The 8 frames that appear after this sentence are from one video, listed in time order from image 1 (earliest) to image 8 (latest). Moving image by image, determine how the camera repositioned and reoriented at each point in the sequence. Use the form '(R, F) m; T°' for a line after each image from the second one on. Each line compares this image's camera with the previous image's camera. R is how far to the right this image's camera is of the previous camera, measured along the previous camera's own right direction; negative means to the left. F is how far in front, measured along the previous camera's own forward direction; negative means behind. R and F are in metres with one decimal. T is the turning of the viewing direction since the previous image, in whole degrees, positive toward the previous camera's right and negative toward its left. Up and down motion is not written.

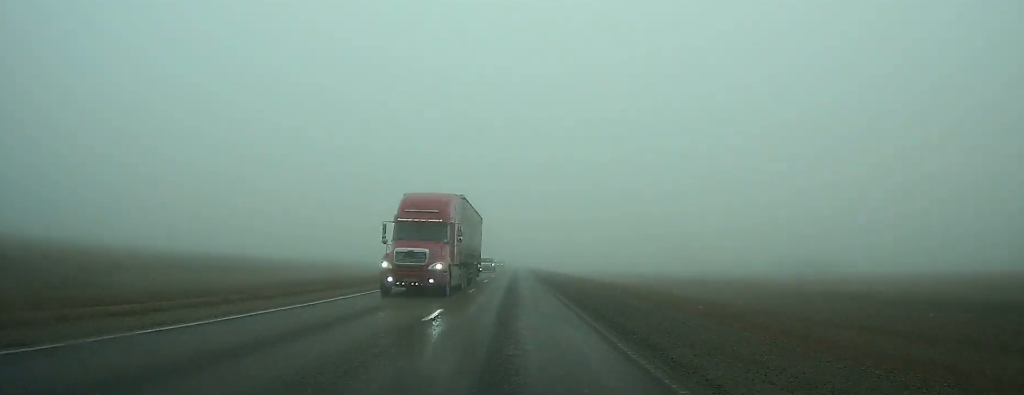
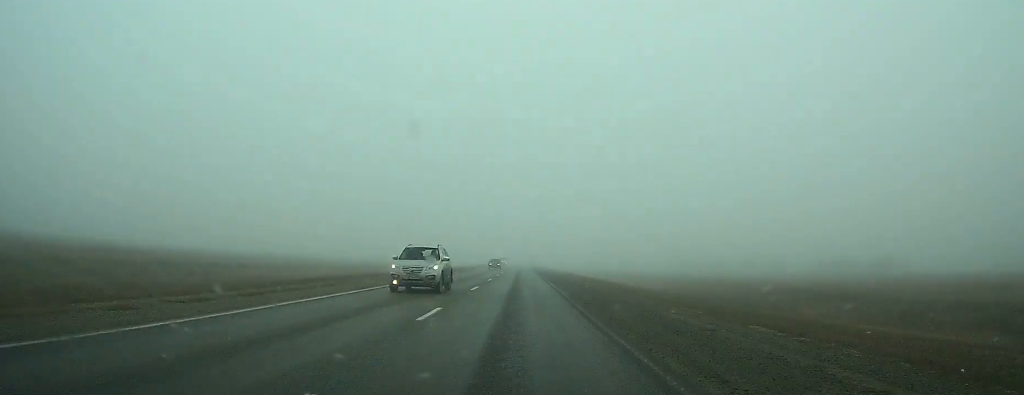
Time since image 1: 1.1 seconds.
(+0.1, +24.3) m; 0°
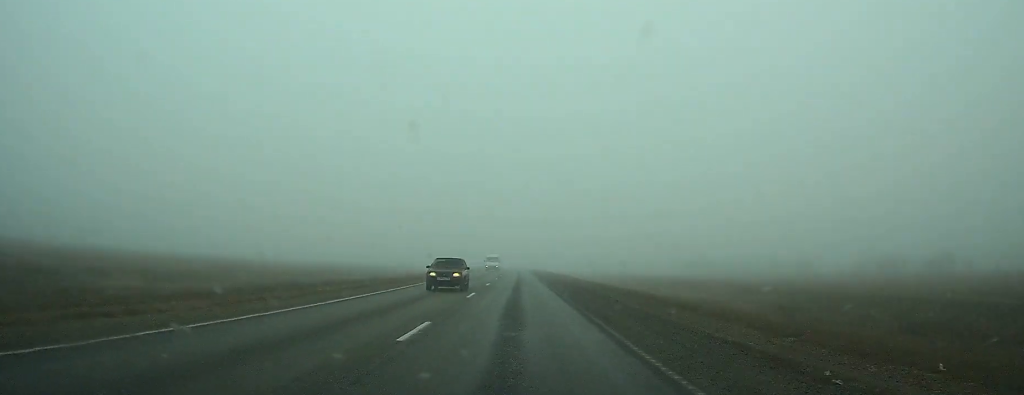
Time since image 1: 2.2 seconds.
(-0.1, +26.0) m; 0°
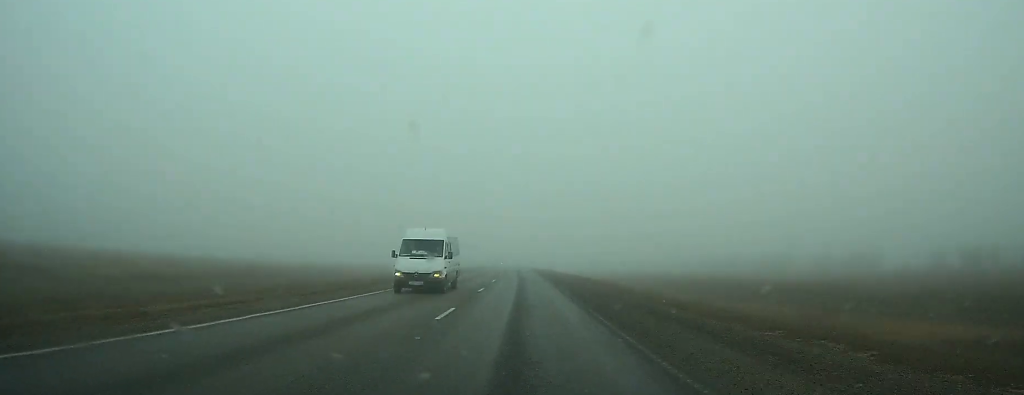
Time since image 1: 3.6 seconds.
(-0.1, +32.1) m; 0°
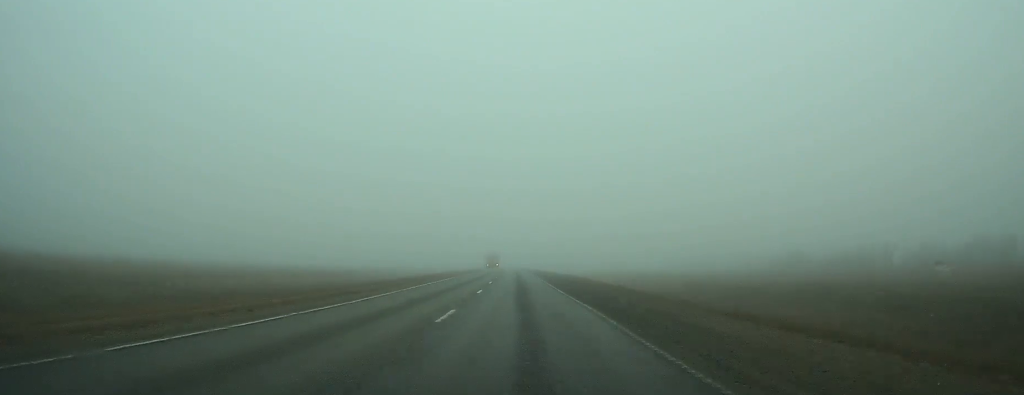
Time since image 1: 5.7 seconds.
(0.0, +47.4) m; 0°
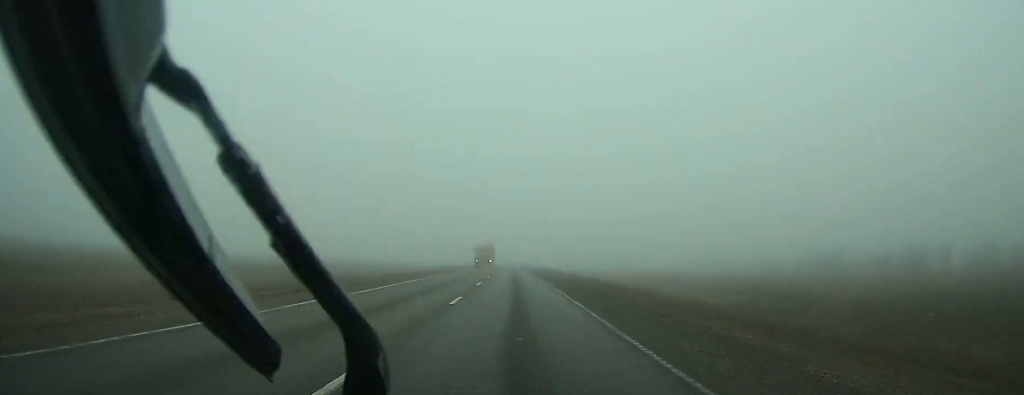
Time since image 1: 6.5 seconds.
(+0.1, +19.8) m; 0°
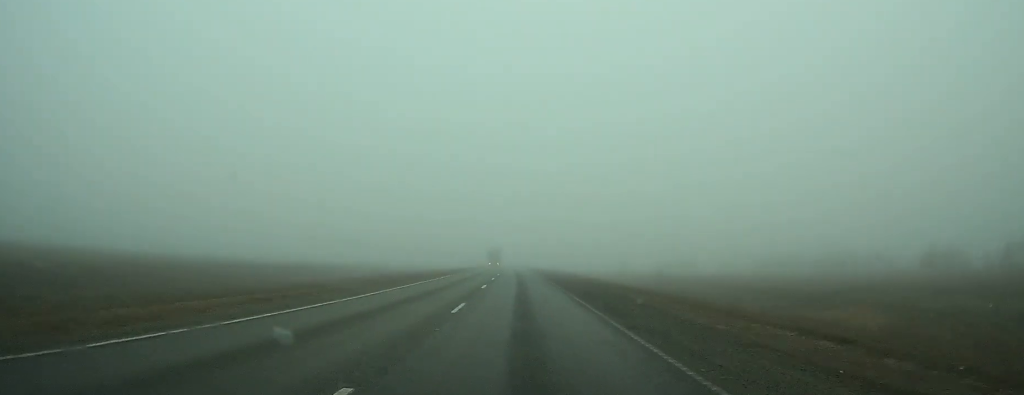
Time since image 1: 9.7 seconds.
(-0.7, +73.6) m; -1°
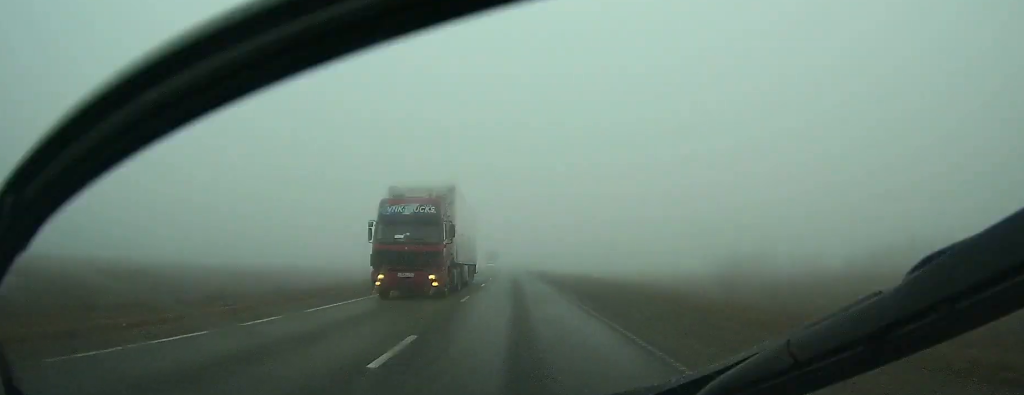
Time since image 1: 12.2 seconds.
(-0.4, +57.9) m; -1°
